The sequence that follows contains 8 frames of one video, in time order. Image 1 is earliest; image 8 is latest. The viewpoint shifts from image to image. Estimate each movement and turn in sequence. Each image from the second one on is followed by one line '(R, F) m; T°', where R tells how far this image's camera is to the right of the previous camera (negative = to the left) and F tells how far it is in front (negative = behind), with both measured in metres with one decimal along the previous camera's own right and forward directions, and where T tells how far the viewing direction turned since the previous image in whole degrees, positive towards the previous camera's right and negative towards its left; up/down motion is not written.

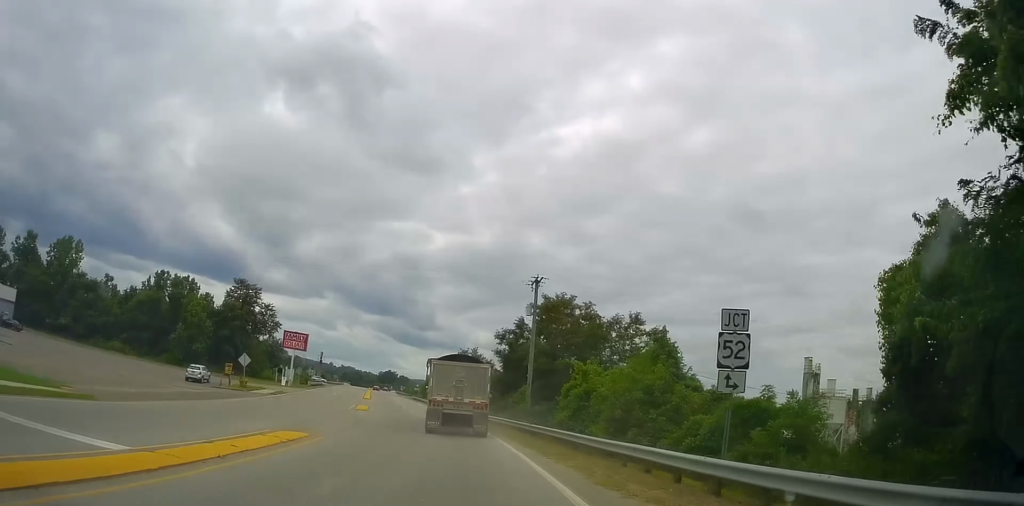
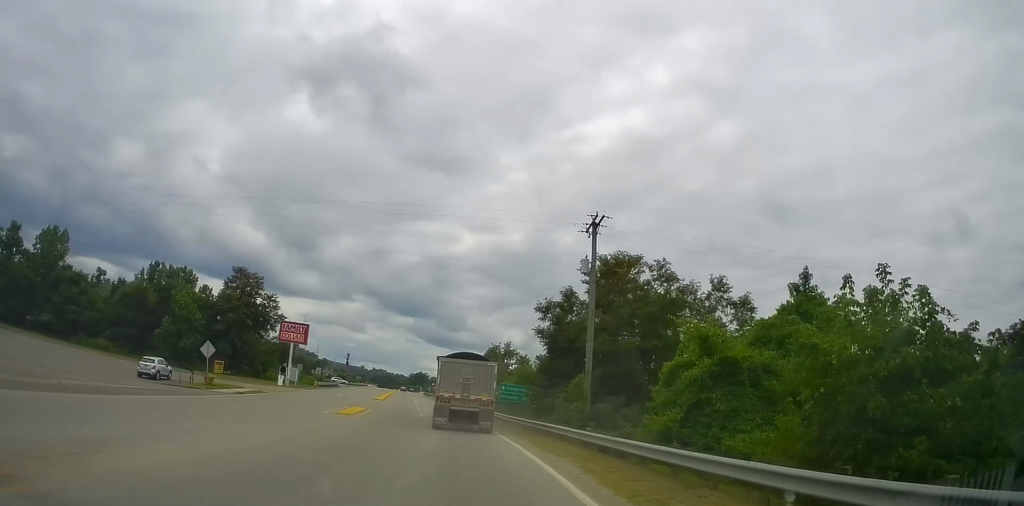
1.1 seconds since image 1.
(-0.3, +13.2) m; -2°
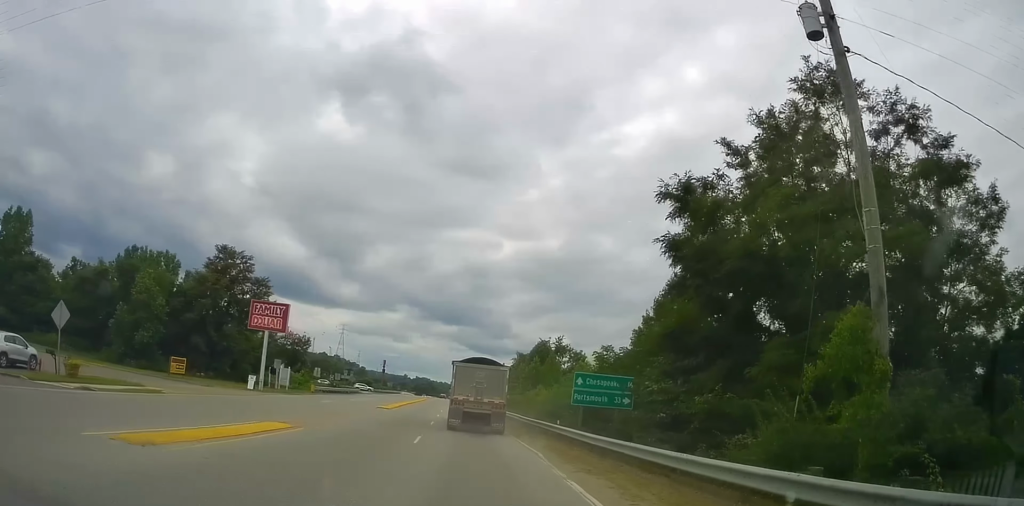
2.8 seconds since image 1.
(-0.9, +20.1) m; -7°
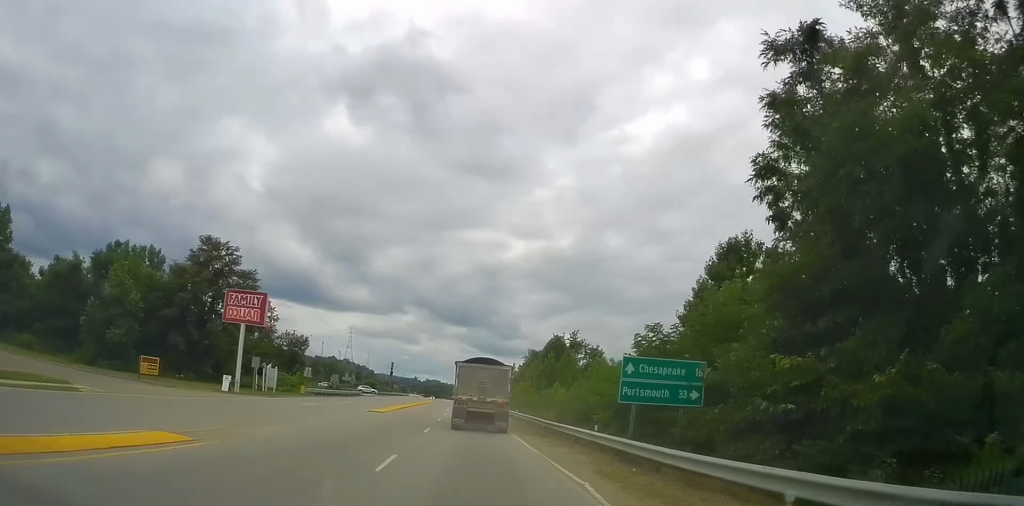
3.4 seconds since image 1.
(-0.2, +7.0) m; -1°
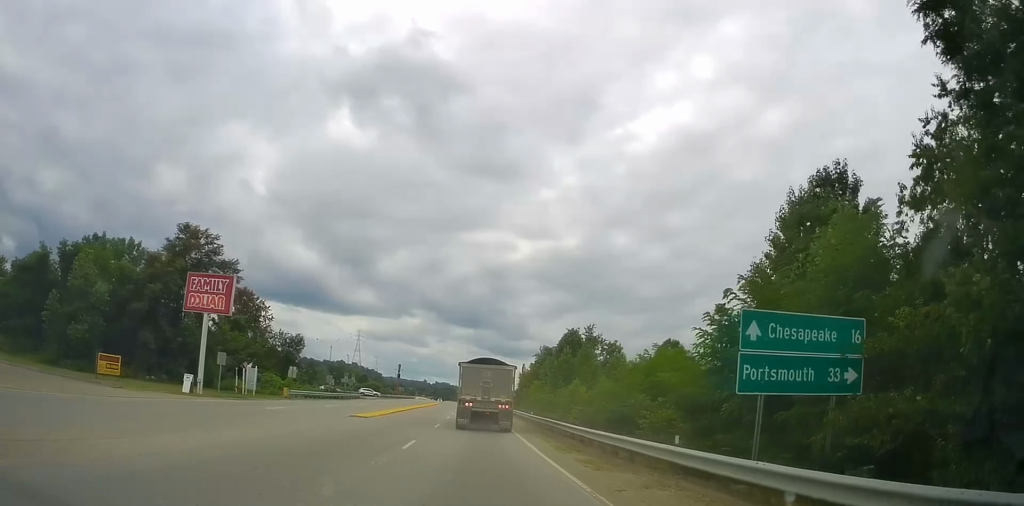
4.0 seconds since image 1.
(-0.1, +7.5) m; -1°
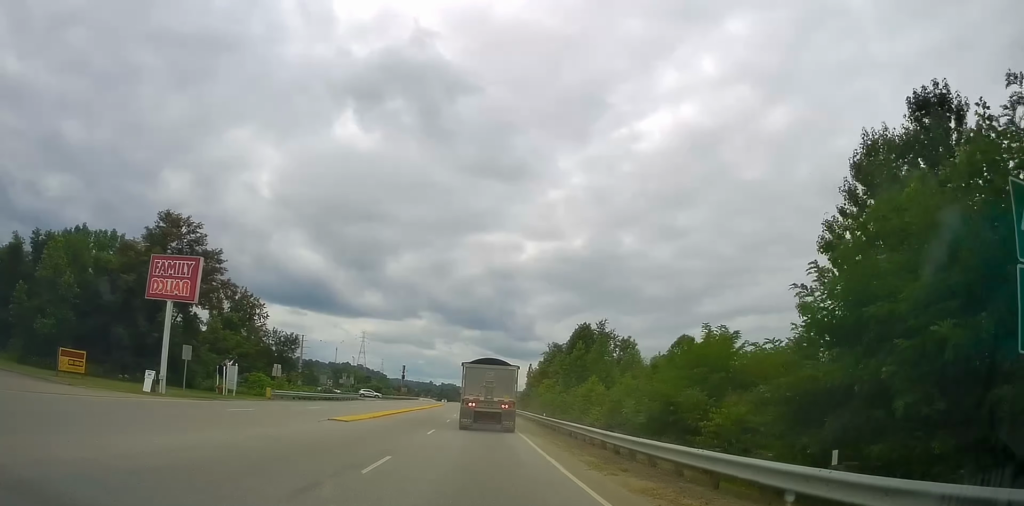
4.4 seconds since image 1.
(0.0, +5.5) m; 0°
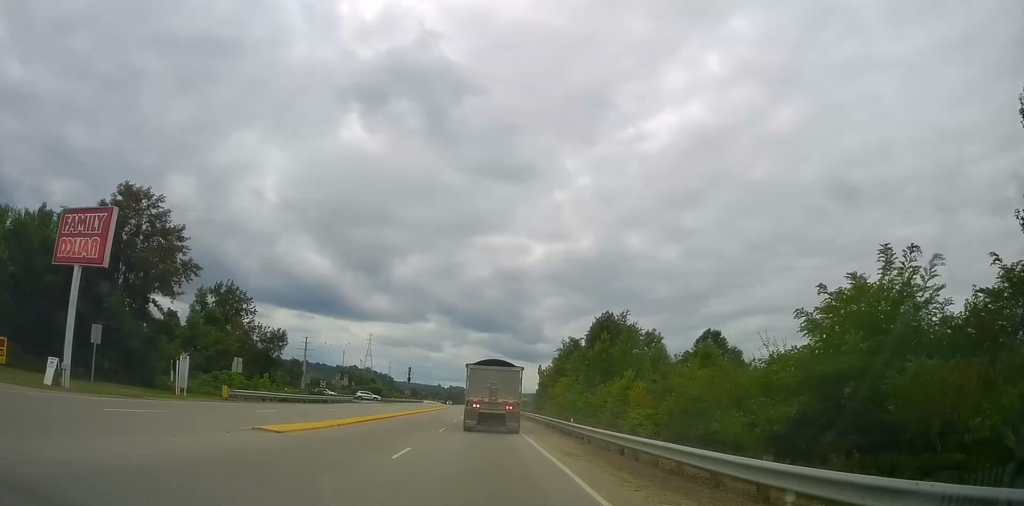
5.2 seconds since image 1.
(0.0, +9.3) m; -1°
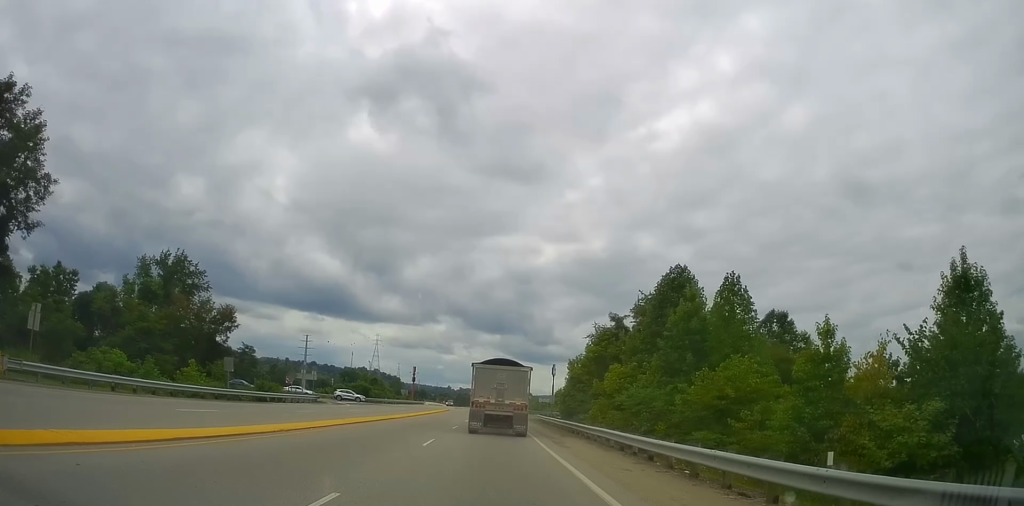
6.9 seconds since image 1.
(-0.5, +20.5) m; -2°
